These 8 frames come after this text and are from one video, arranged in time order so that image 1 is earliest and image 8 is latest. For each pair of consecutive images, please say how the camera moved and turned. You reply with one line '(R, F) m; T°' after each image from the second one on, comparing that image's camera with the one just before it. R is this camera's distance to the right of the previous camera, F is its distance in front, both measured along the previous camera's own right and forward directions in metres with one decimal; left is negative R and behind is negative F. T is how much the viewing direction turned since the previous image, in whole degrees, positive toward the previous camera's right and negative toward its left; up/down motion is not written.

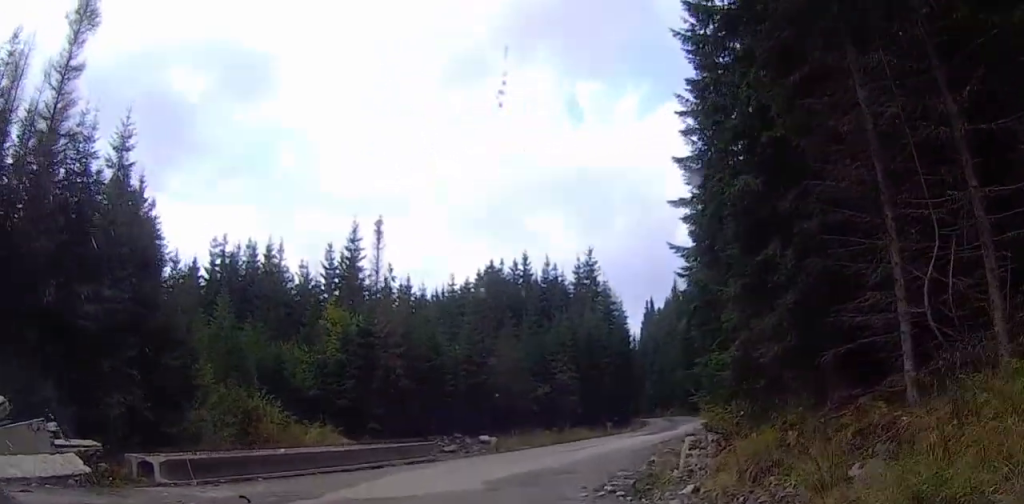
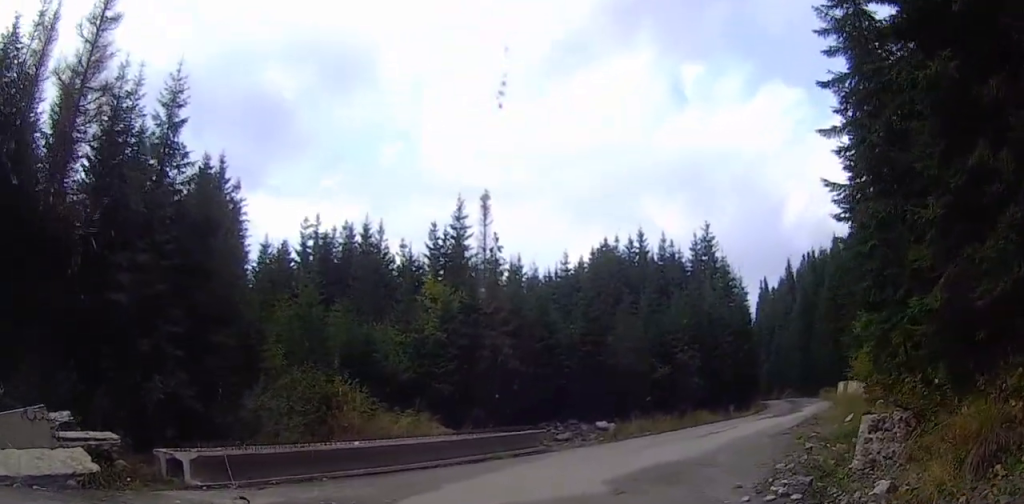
(0.0, +3.9) m; -12°
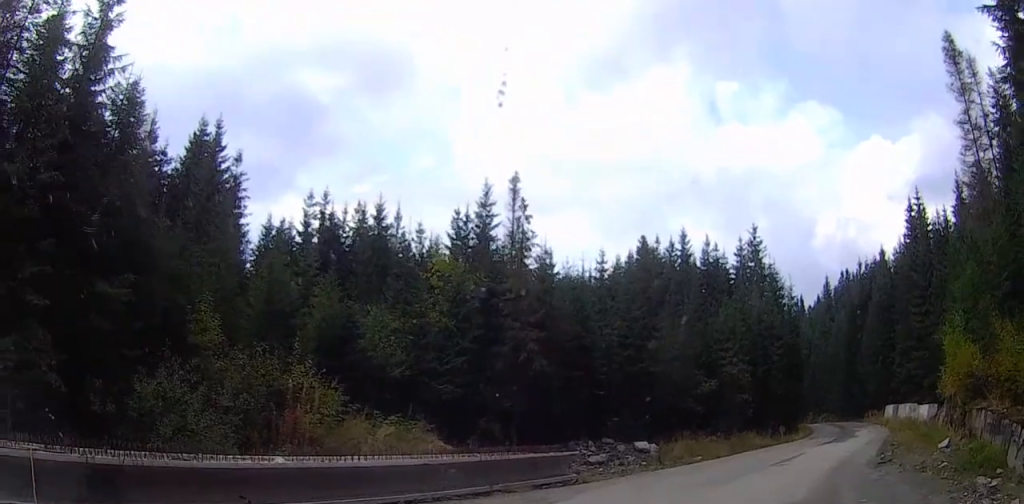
(-1.6, +7.3) m; -11°
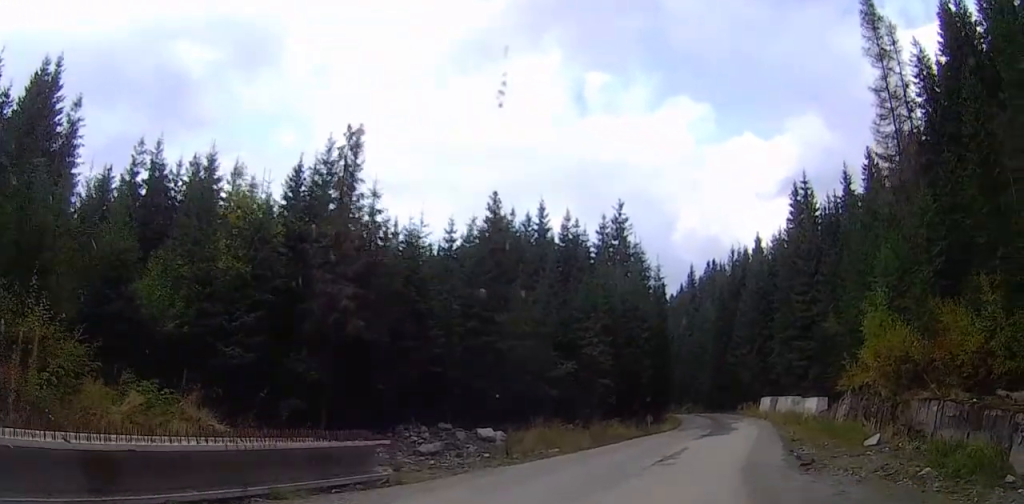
(+0.4, +6.4) m; +14°
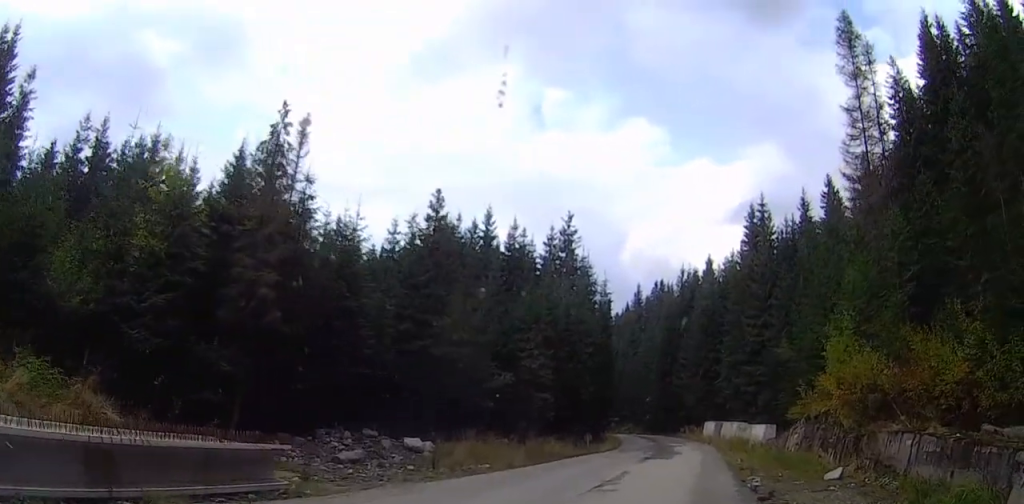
(+0.3, +2.1) m; +6°
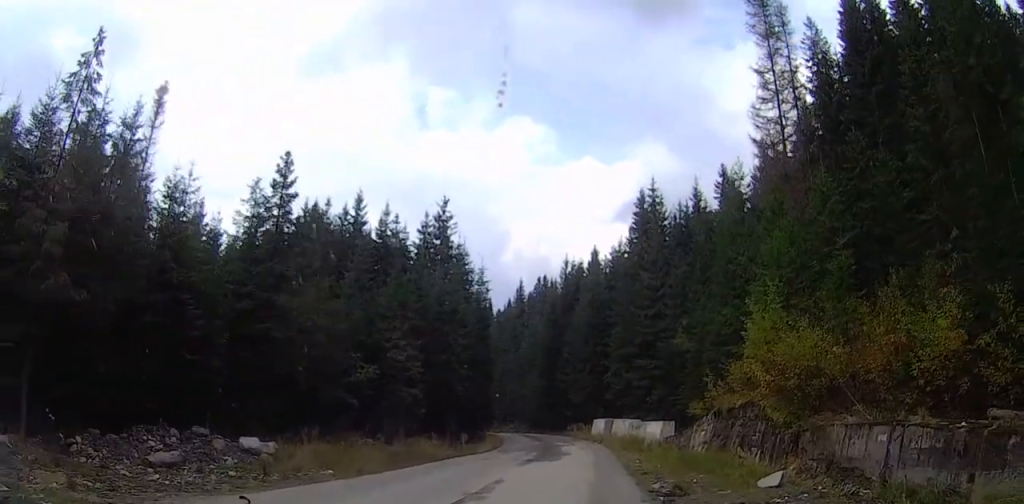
(+0.6, +5.0) m; +8°
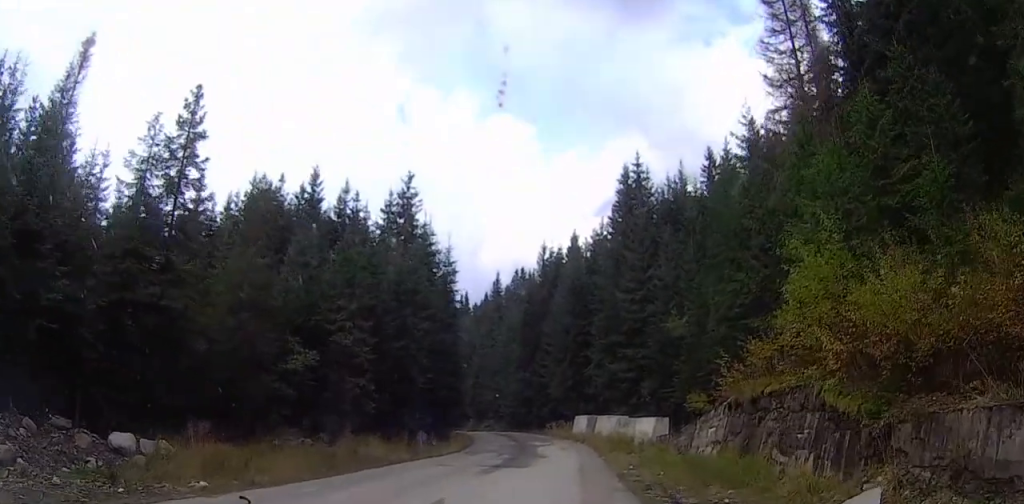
(+0.2, +6.7) m; -1°
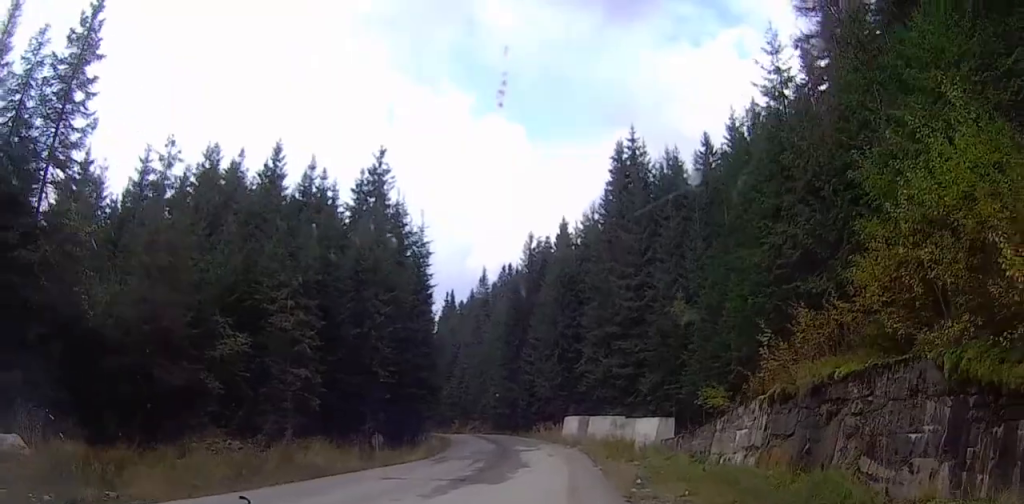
(-0.2, +6.2) m; 0°
